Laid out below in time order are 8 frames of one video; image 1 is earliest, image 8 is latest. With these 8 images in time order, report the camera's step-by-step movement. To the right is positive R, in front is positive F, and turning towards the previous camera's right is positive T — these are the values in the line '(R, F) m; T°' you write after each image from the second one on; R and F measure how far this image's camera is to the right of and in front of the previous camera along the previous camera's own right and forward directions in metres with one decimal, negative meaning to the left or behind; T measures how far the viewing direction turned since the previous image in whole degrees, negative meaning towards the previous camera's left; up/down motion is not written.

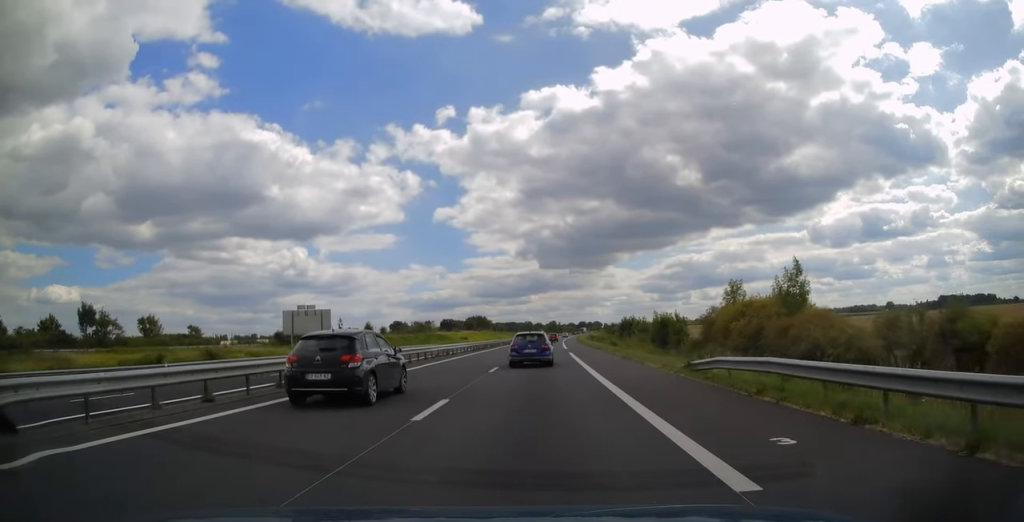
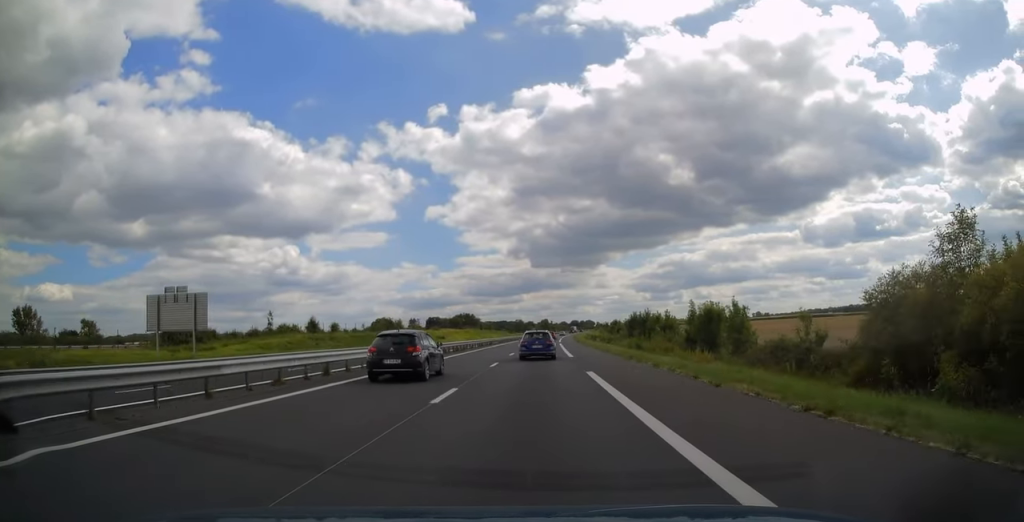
(-0.1, +23.7) m; 0°
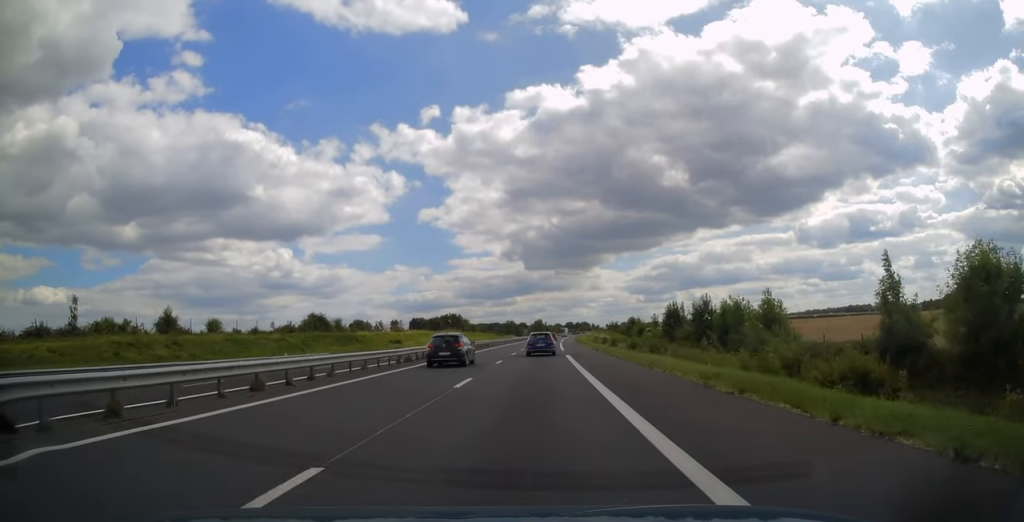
(+0.3, +34.9) m; 0°
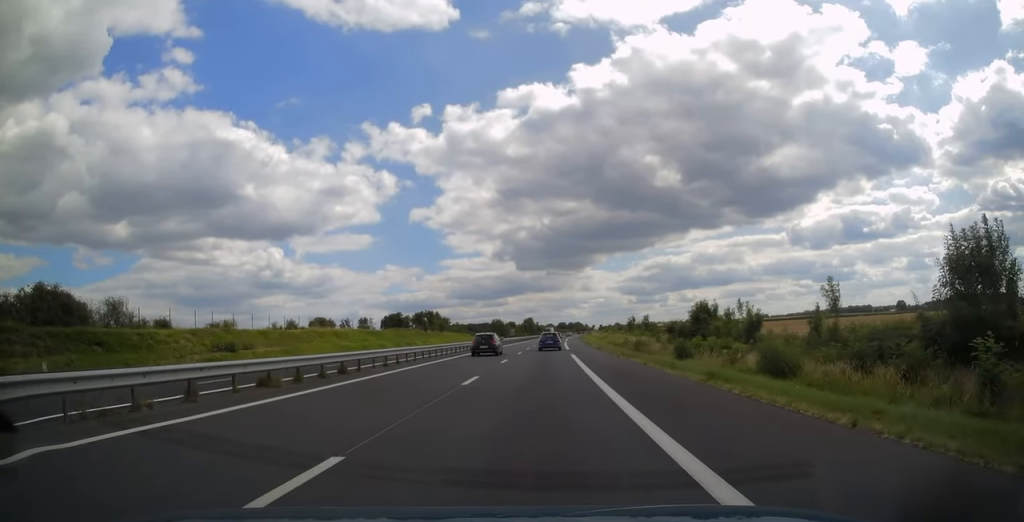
(+0.3, +51.3) m; +1°
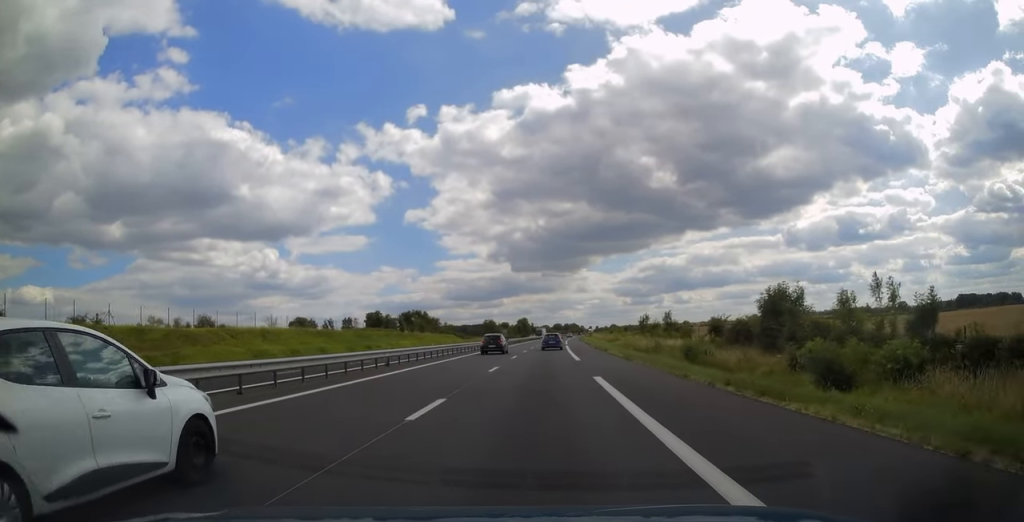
(+0.1, +19.6) m; +1°
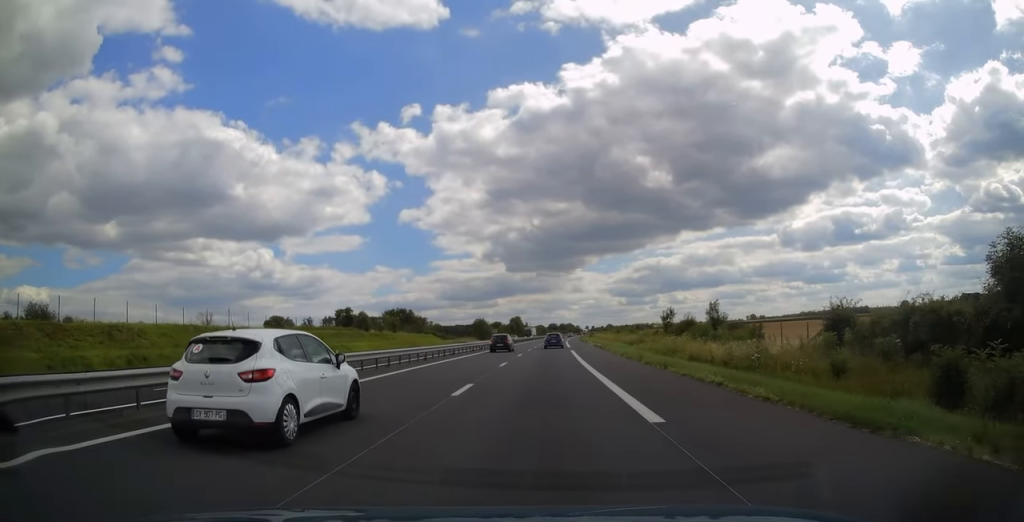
(+0.1, +22.1) m; +1°
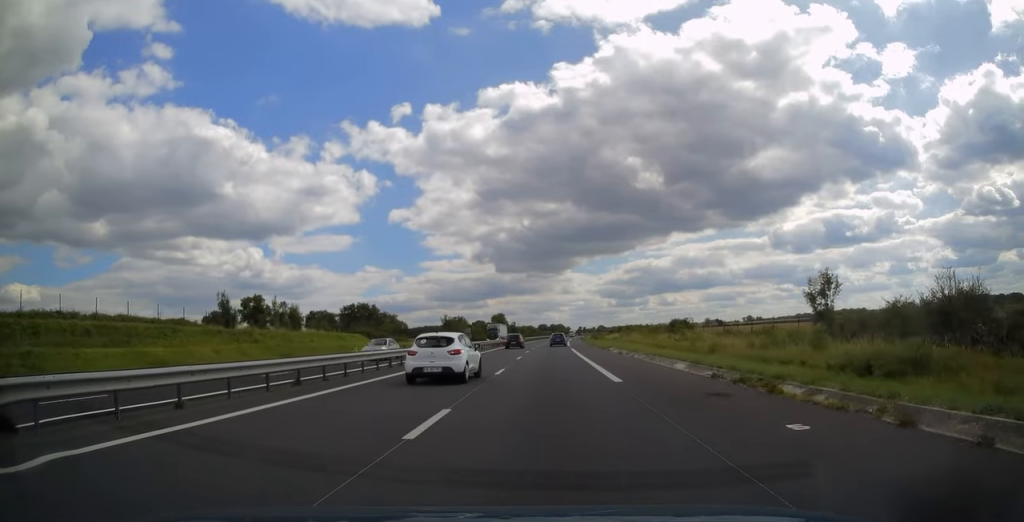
(+0.2, +44.6) m; +1°
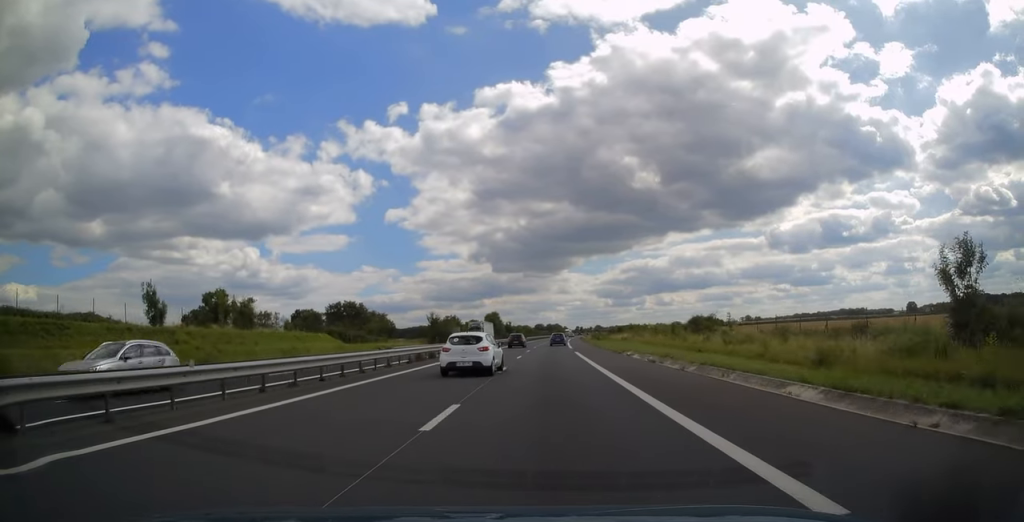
(+0.1, +12.3) m; 0°
